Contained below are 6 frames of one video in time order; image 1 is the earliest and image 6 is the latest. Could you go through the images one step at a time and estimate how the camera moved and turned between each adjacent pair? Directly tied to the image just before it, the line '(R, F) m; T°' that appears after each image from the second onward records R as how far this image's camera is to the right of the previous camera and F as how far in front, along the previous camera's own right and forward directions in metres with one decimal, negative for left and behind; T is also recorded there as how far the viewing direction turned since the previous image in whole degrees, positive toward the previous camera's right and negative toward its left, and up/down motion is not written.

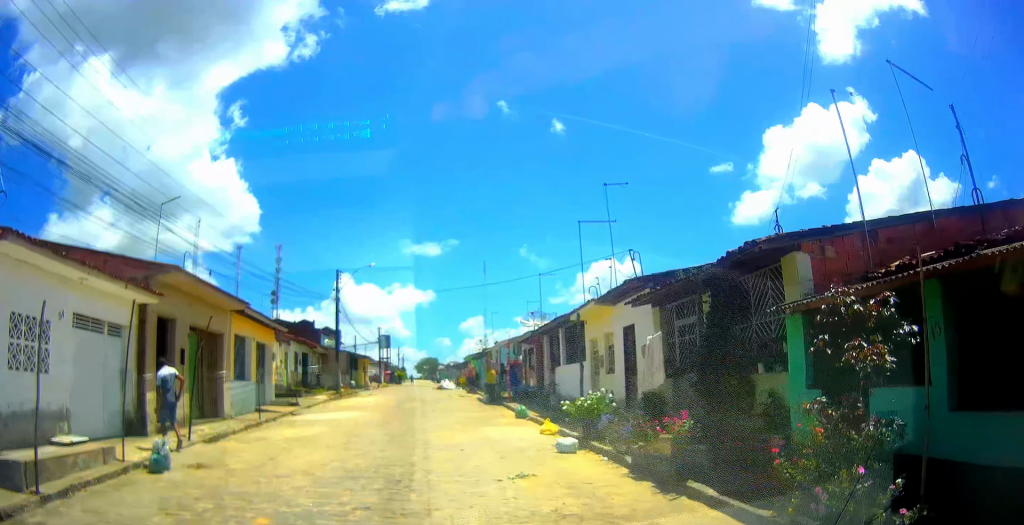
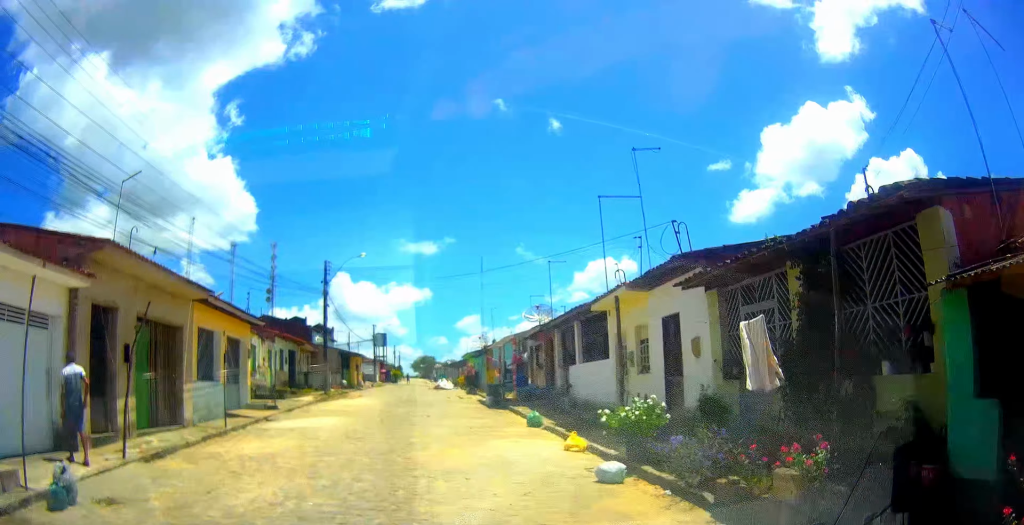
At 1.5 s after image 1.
(0.0, +4.8) m; 0°
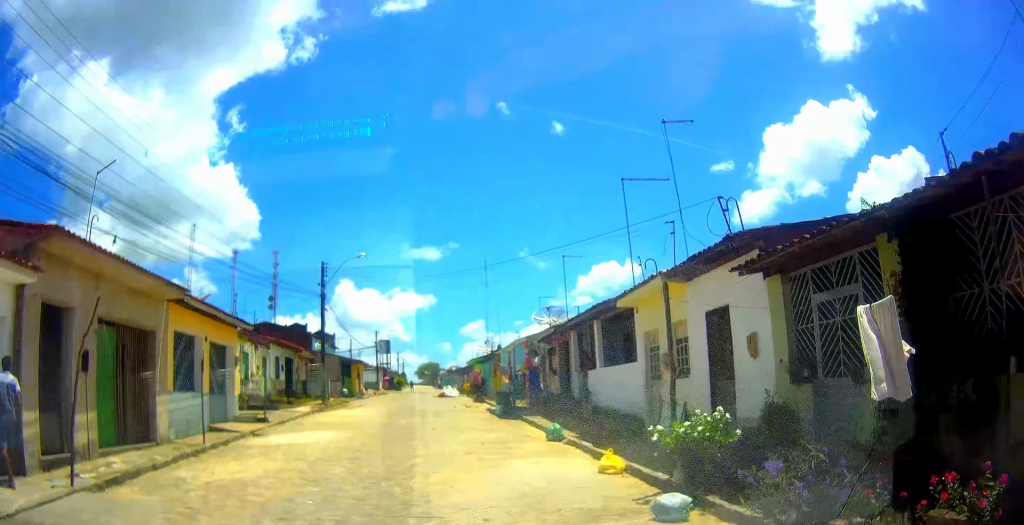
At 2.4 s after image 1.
(0.0, +2.4) m; 0°
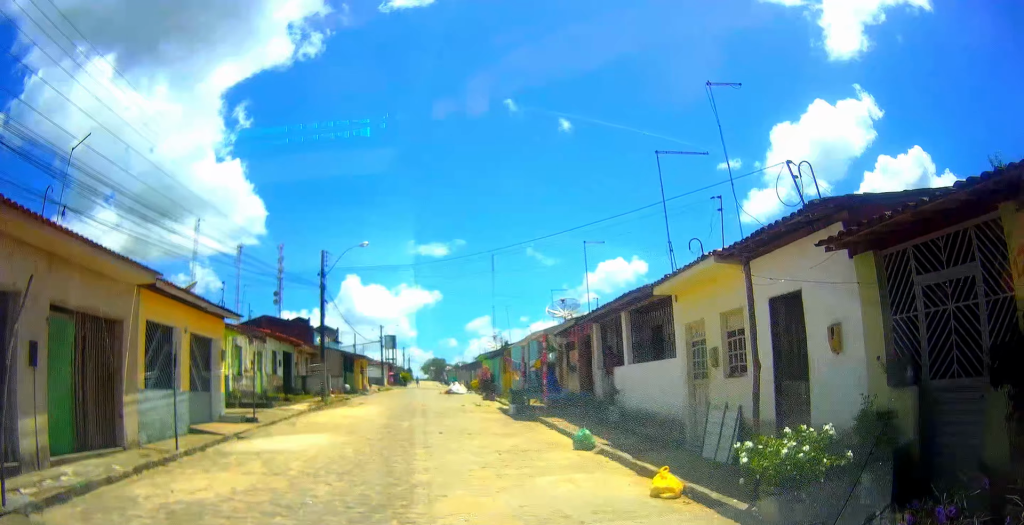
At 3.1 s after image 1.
(0.0, +1.7) m; 0°
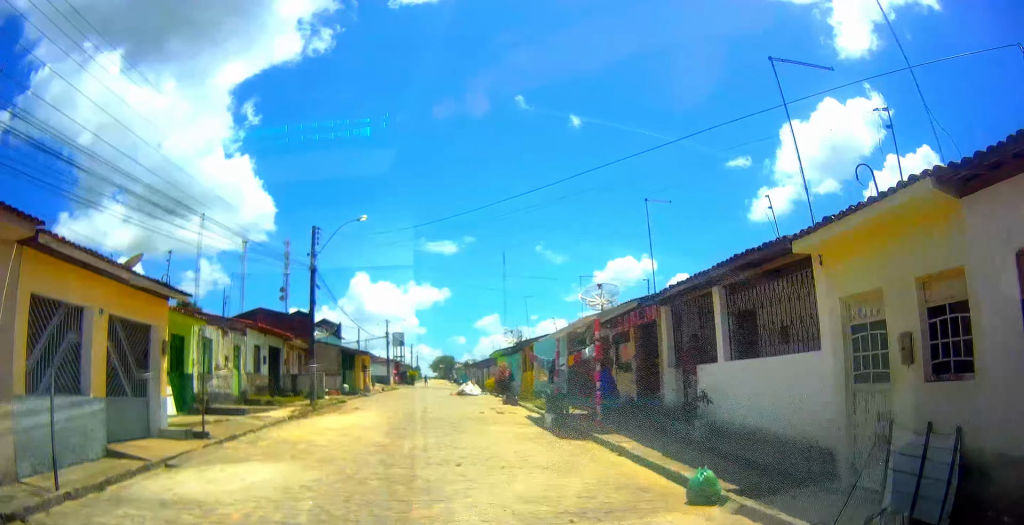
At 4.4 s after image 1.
(-0.1, +3.1) m; -4°
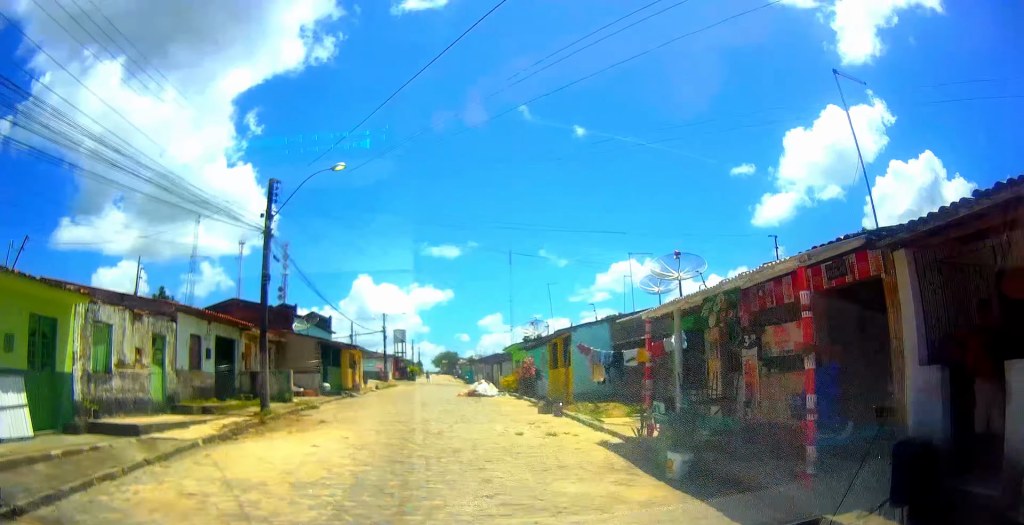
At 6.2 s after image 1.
(-0.1, +5.3) m; +1°
